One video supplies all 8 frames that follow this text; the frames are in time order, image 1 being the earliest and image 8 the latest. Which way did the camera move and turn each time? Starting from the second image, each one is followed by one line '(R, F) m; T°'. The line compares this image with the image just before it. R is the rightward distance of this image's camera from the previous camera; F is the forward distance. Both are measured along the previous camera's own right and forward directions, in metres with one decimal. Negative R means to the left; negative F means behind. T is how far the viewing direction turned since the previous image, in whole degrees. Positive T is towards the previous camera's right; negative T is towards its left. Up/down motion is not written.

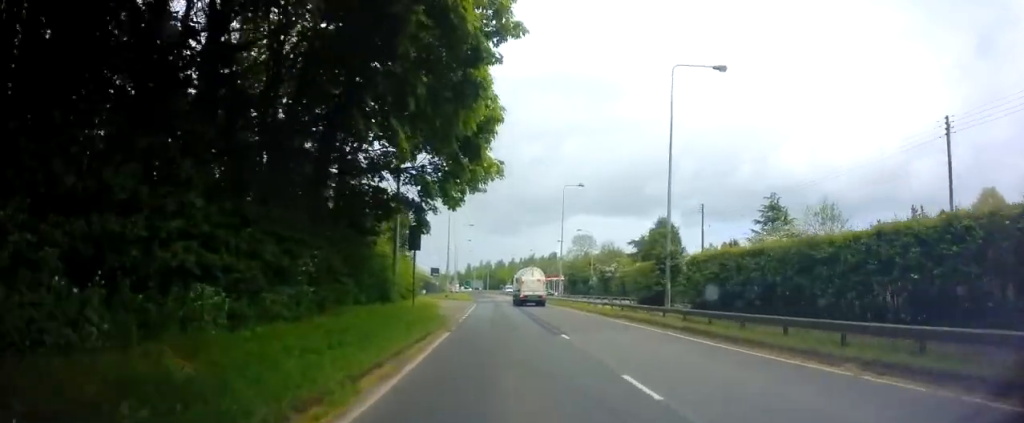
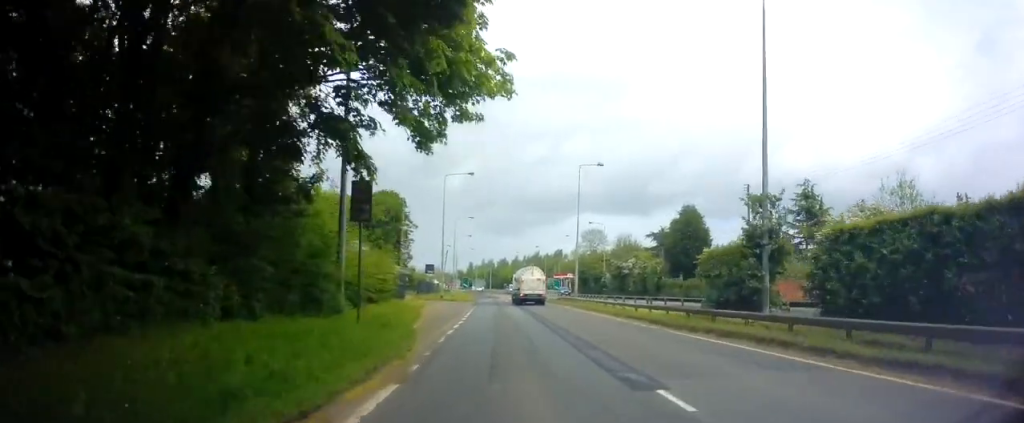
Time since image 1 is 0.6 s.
(+0.1, +9.5) m; -1°
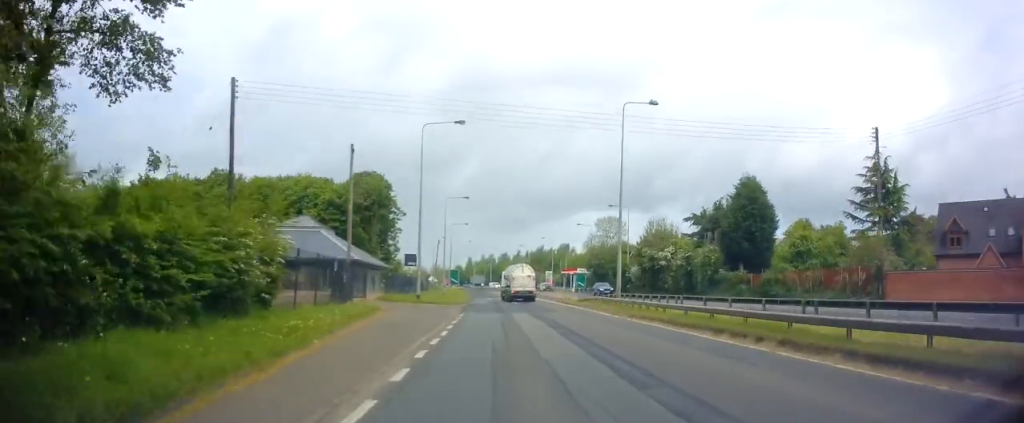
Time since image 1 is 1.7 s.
(-0.4, +17.0) m; -2°
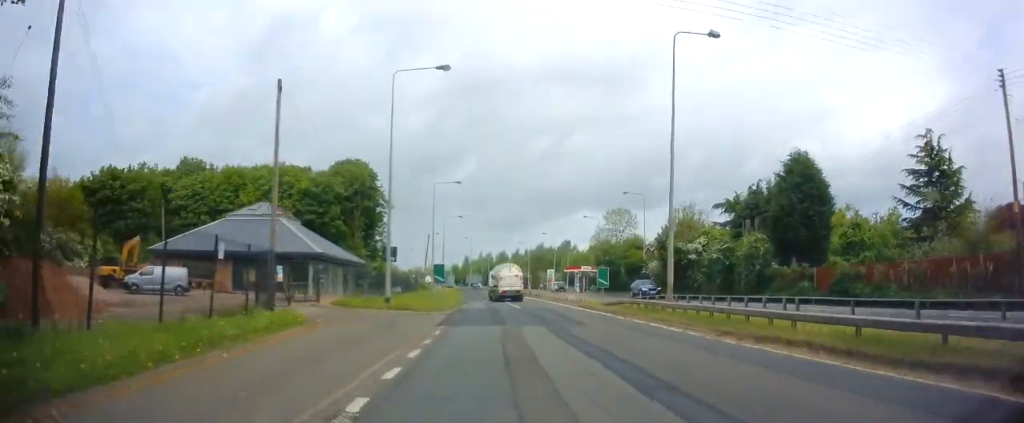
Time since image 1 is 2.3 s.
(-0.2, +10.4) m; -1°
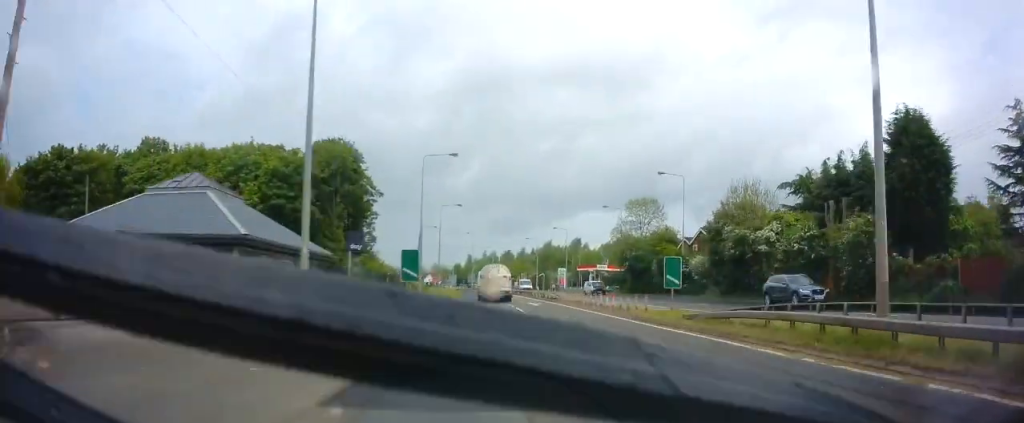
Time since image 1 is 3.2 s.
(0.0, +13.1) m; +1°
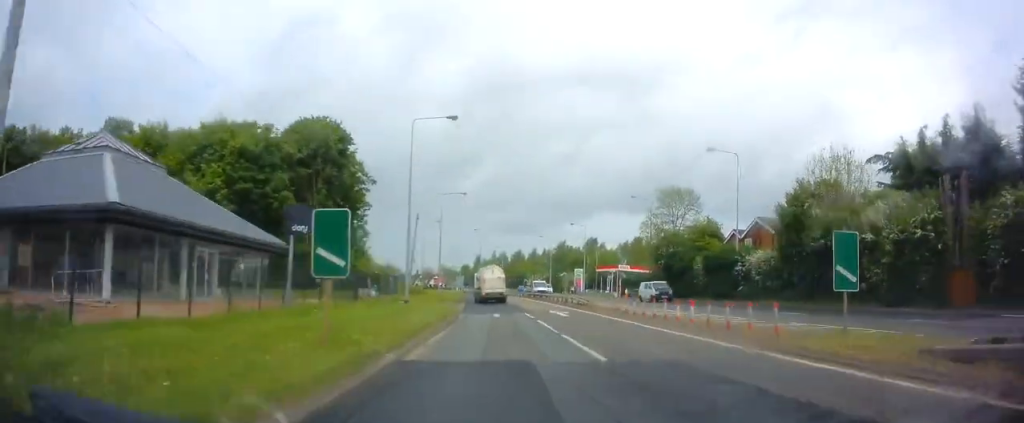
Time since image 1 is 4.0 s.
(+0.1, +11.2) m; +1°
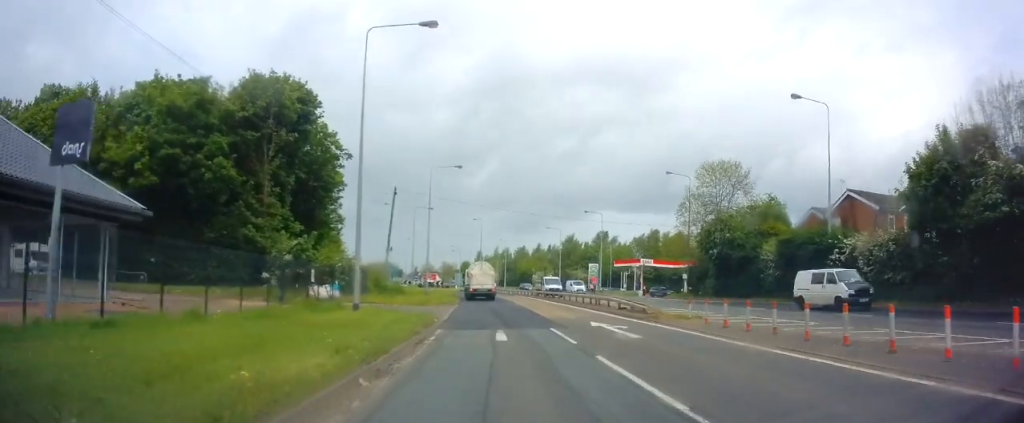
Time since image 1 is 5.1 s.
(+0.1, +13.9) m; 0°
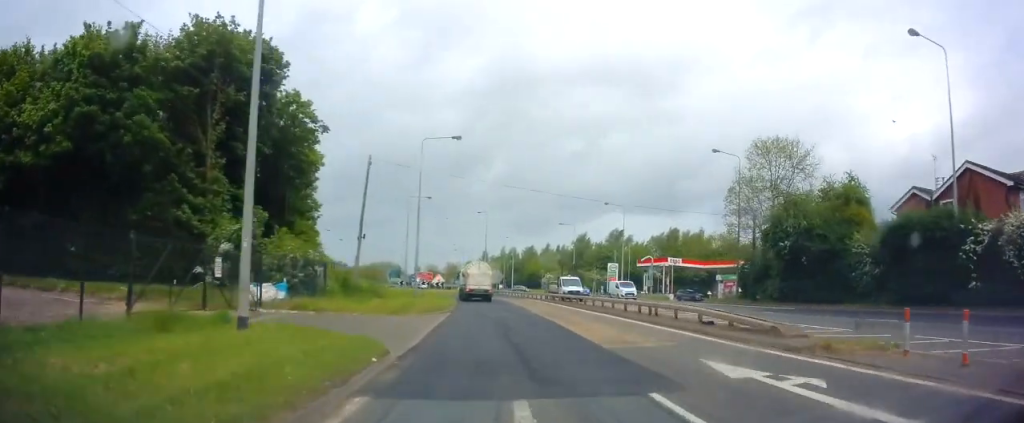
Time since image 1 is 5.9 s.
(-0.1, +11.2) m; -1°
